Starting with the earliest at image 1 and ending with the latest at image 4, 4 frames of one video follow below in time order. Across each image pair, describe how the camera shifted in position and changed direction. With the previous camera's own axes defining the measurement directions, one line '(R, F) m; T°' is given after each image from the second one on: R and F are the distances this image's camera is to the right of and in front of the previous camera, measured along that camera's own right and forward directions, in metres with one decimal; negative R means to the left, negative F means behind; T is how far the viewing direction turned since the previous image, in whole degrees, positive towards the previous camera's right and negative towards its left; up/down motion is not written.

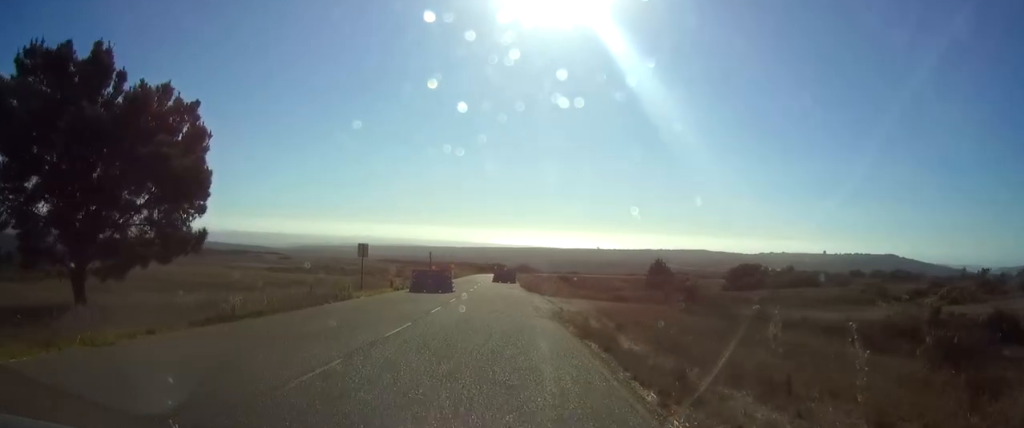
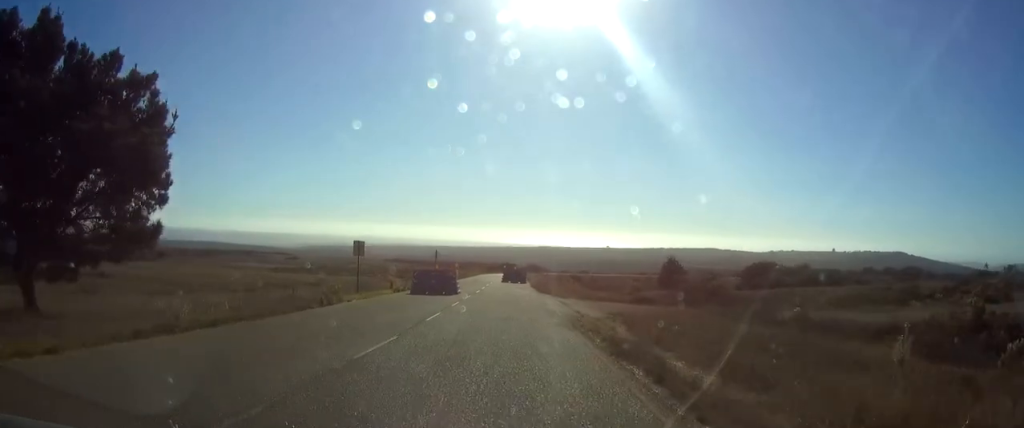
(-0.1, +3.2) m; -1°
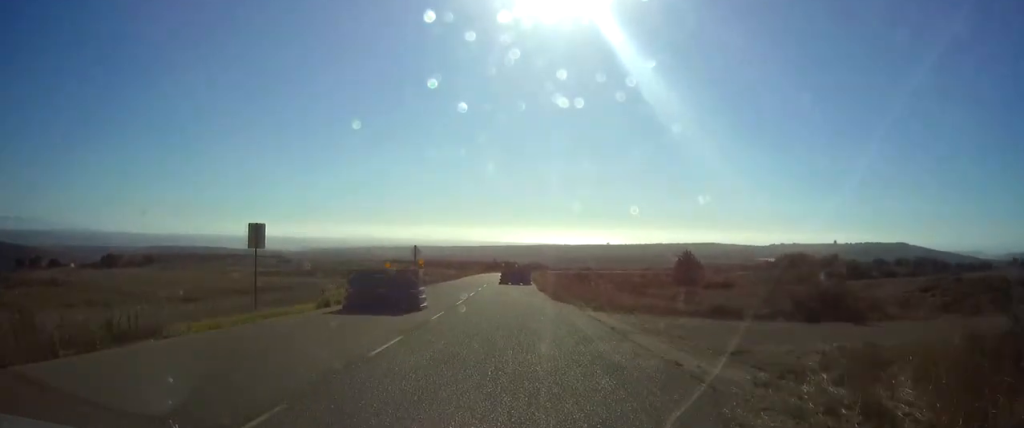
(0.0, +13.9) m; 0°
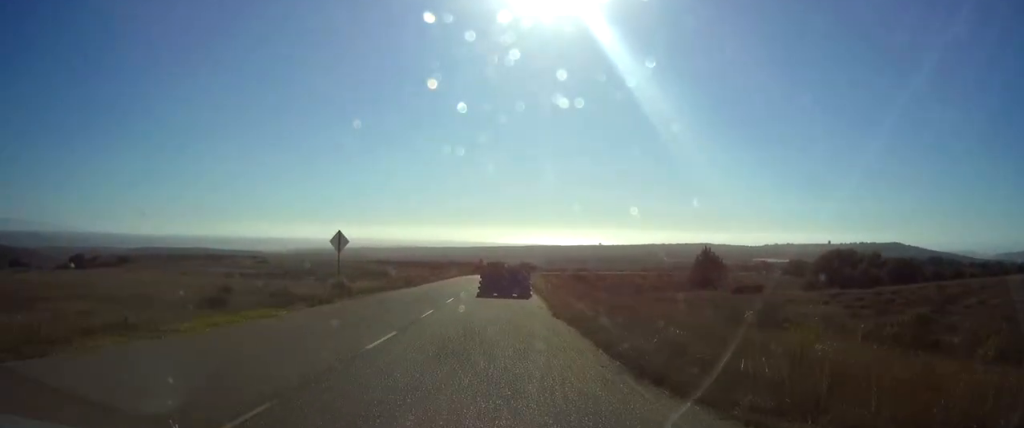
(-0.1, +20.6) m; -1°
